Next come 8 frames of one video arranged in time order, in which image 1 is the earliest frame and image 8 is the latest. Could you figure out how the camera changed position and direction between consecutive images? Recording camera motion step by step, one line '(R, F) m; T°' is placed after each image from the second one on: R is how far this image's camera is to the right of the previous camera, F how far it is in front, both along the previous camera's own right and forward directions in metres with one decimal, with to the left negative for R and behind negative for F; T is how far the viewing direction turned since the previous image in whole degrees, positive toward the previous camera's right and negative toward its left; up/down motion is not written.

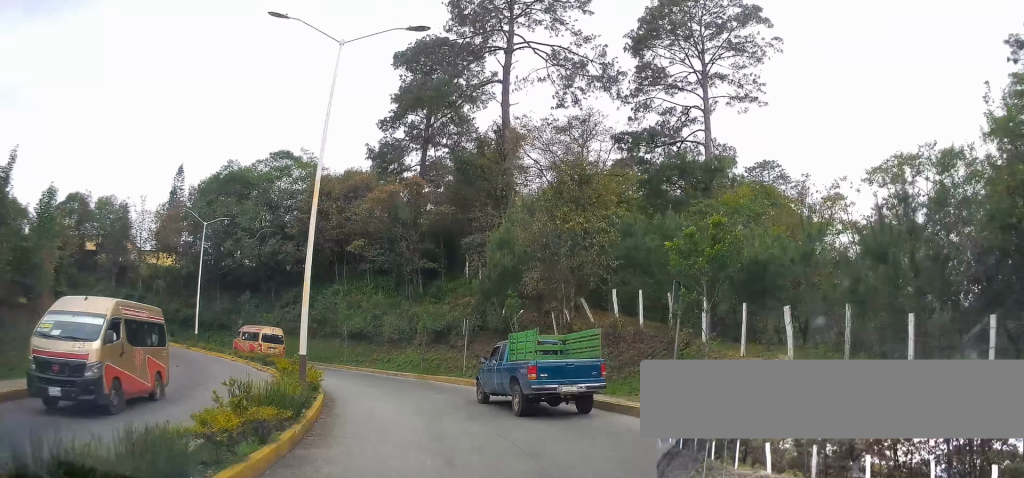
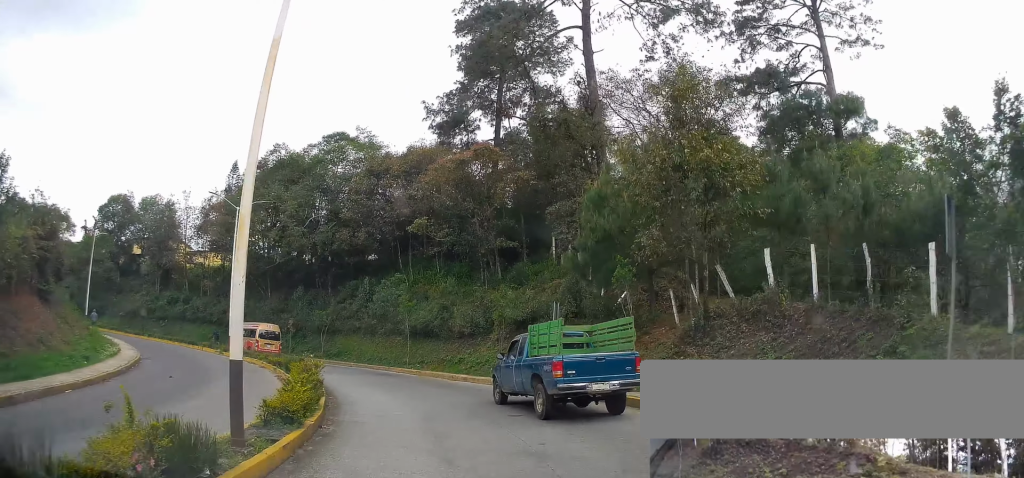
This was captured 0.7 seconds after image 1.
(-0.9, +7.1) m; -7°
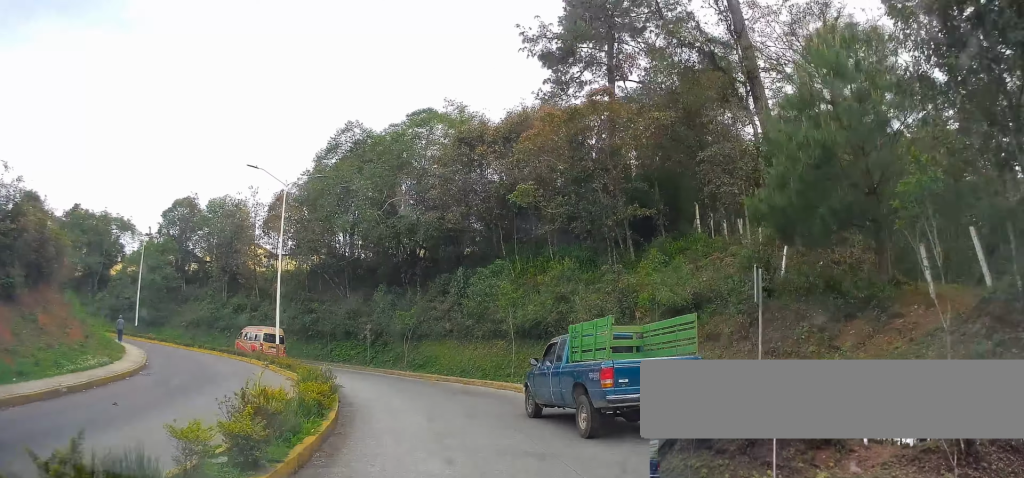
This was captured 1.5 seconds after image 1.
(0.0, +8.7) m; 0°
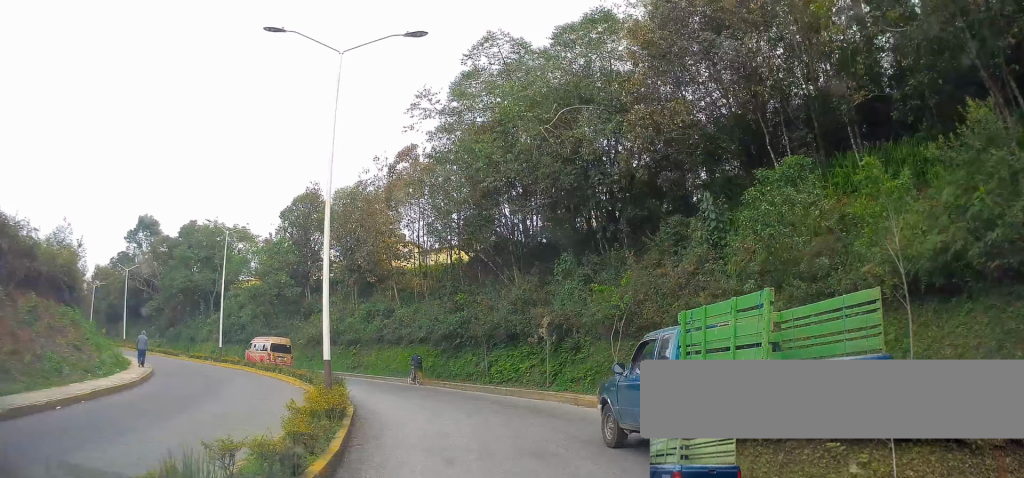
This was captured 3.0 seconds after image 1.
(0.0, +15.3) m; 0°
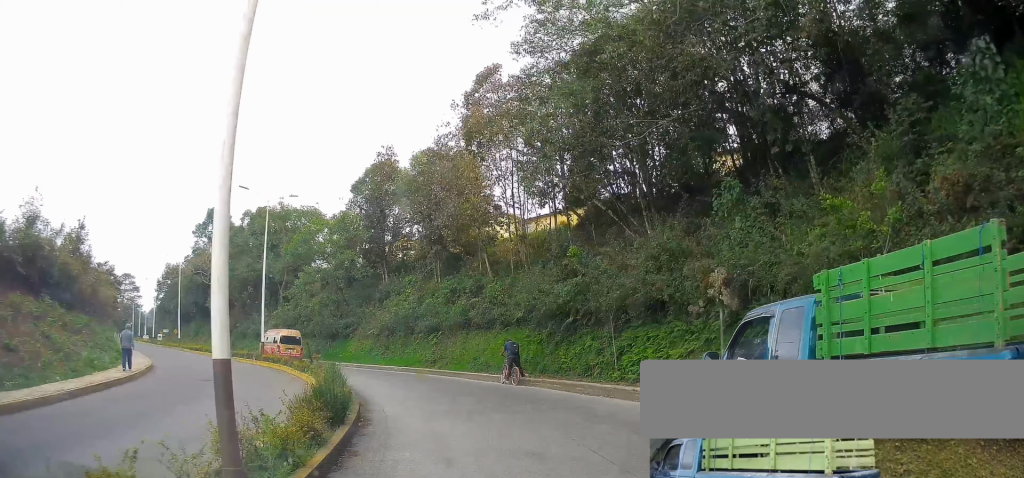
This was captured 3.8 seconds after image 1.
(0.0, +8.6) m; -2°
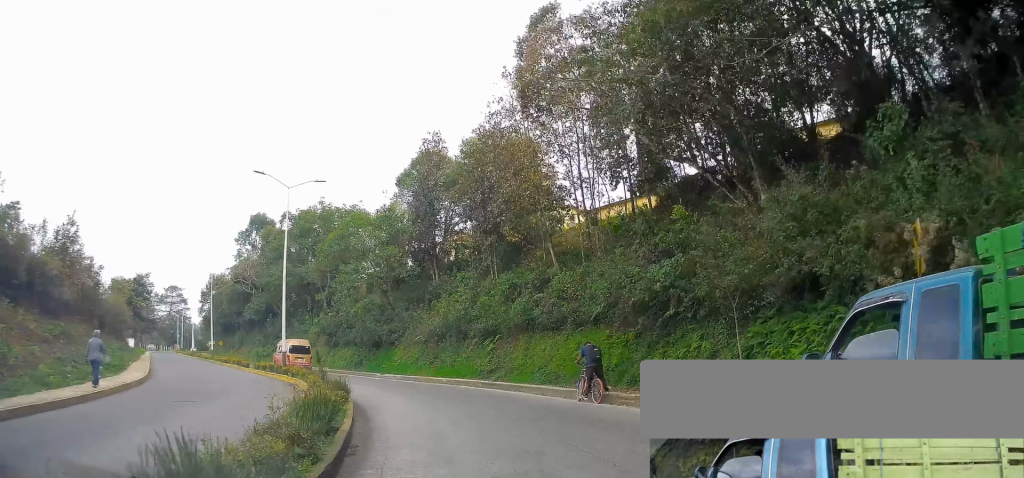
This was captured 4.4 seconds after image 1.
(0.0, +5.3) m; -4°
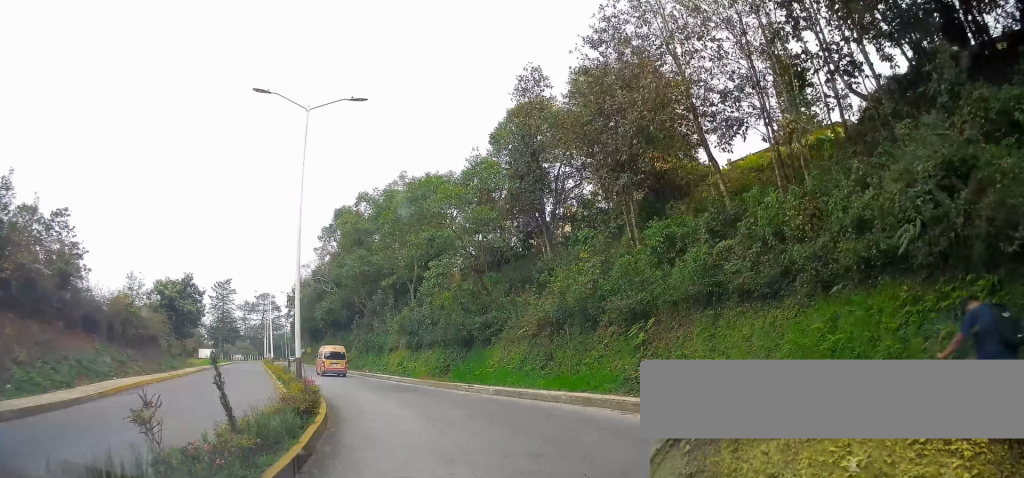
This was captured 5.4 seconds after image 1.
(-1.3, +10.1) m; -25°
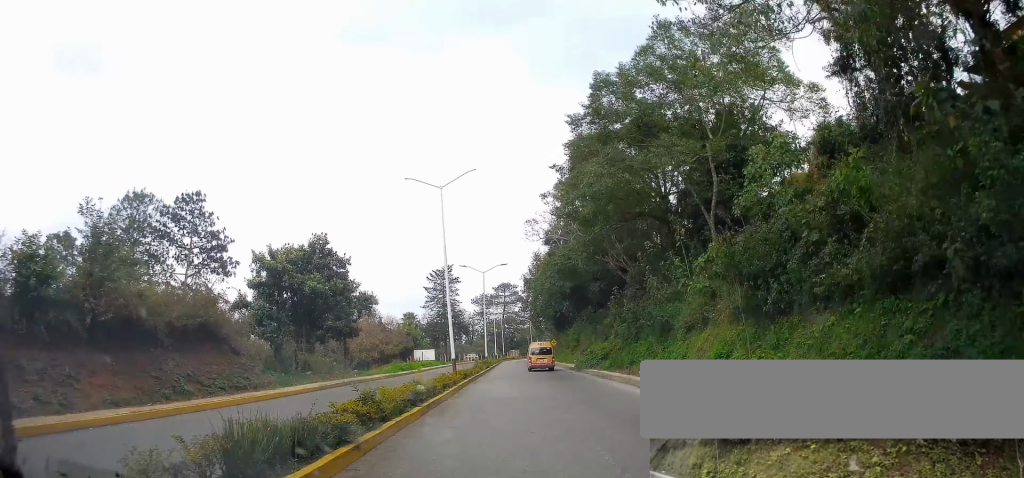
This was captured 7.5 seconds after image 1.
(-10.1, +18.7) m; -40°
